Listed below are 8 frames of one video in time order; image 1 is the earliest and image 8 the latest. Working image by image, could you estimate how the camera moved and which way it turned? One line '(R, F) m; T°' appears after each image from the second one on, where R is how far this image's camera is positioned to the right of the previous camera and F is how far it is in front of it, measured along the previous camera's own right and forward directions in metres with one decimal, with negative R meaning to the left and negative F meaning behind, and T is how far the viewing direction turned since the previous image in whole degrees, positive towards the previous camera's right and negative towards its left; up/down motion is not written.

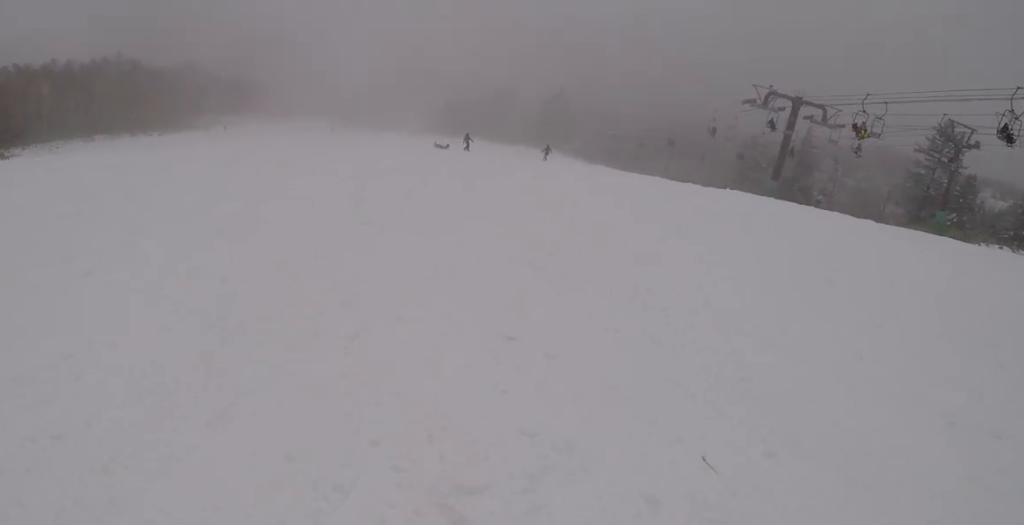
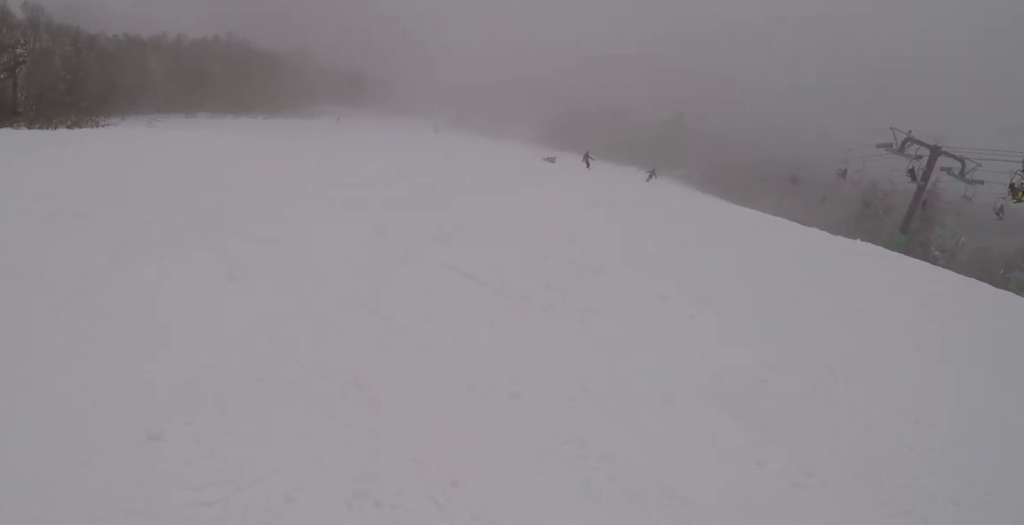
(-0.6, +3.7) m; -10°
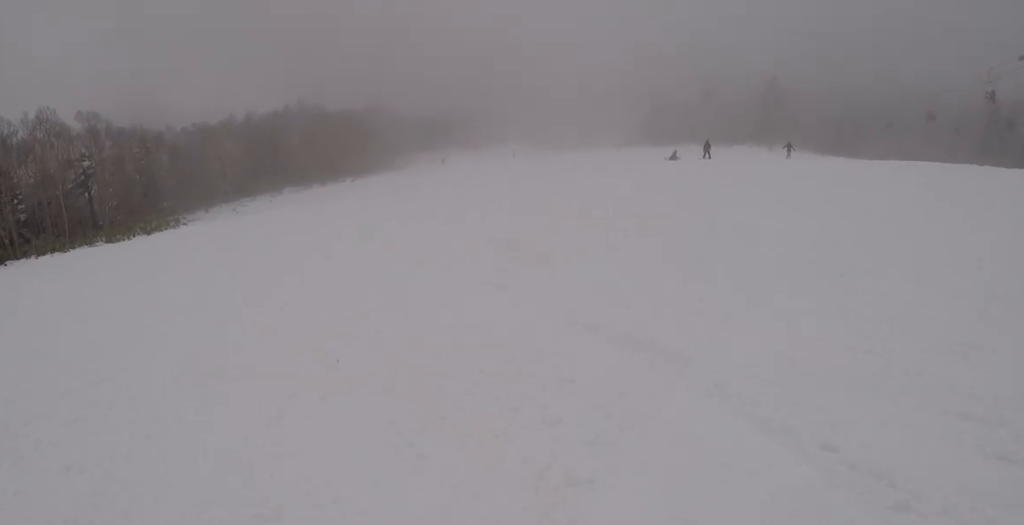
(-0.5, +6.6) m; +3°
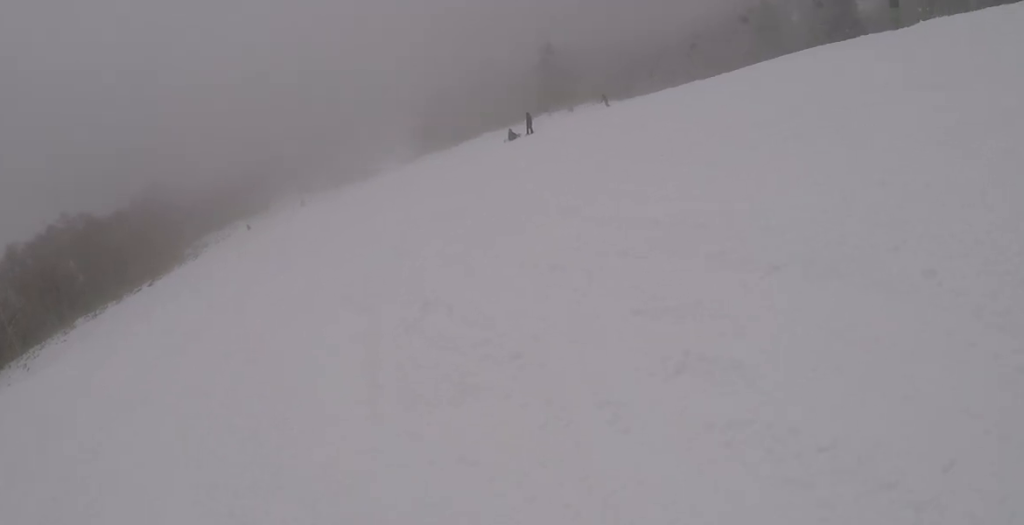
(+1.3, +8.7) m; +24°
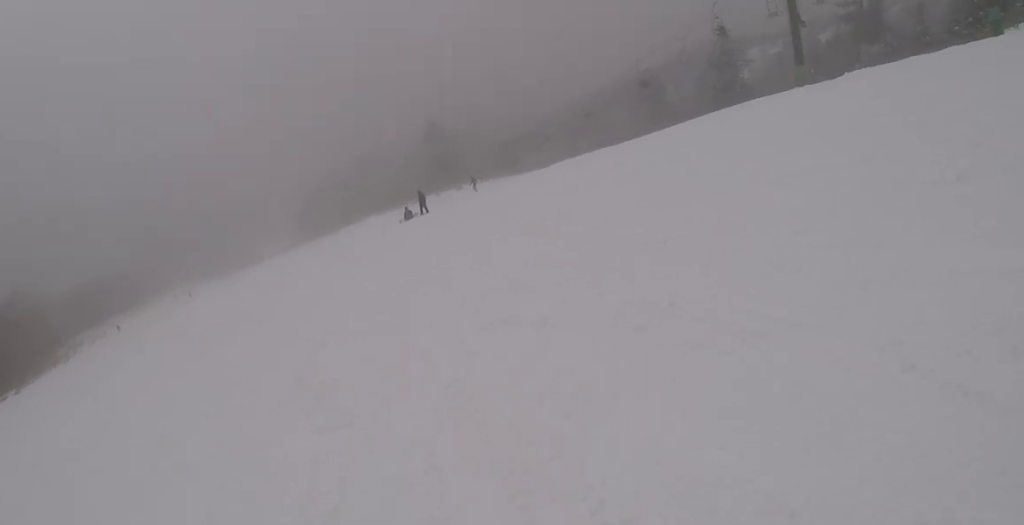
(+0.9, +4.1) m; +11°
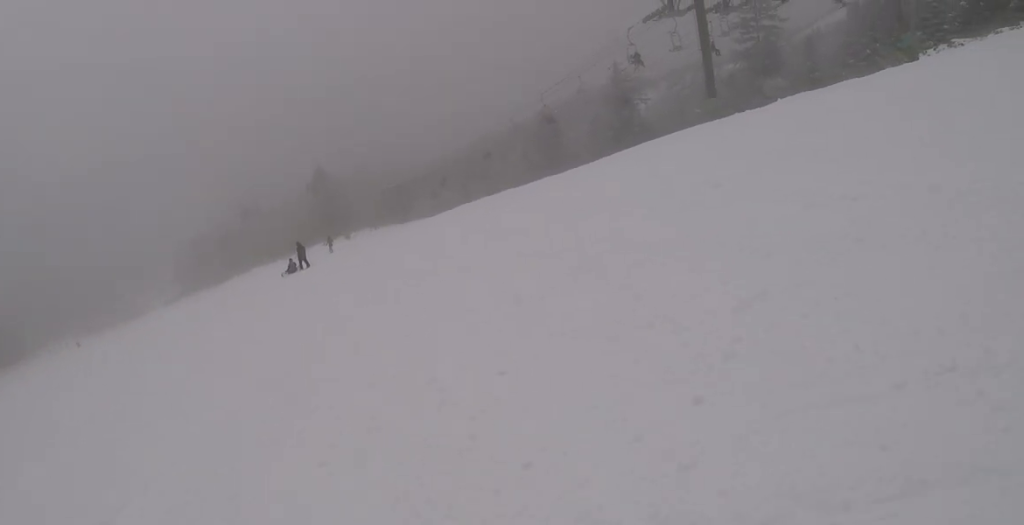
(+0.5, +4.8) m; +6°
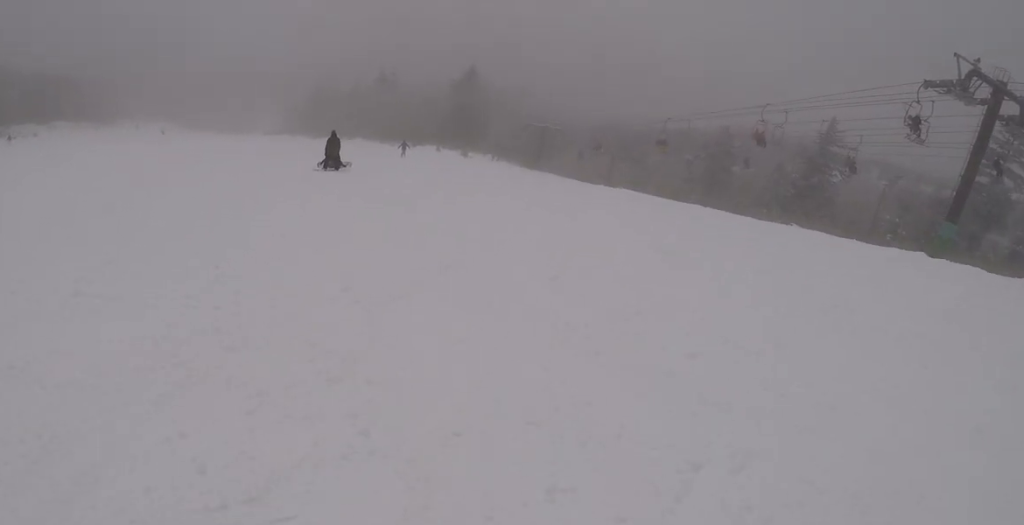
(-0.7, +11.2) m; -17°
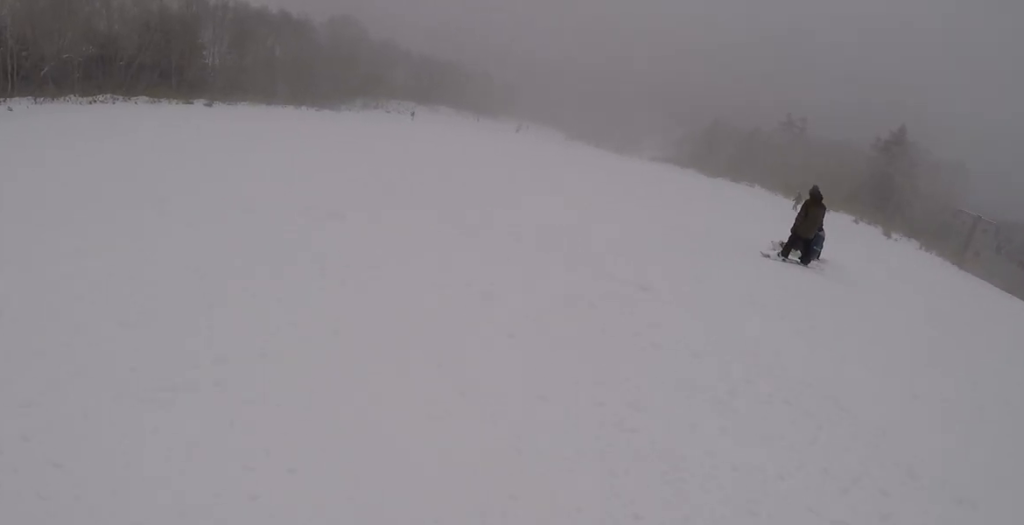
(-3.5, +11.1) m; -38°
